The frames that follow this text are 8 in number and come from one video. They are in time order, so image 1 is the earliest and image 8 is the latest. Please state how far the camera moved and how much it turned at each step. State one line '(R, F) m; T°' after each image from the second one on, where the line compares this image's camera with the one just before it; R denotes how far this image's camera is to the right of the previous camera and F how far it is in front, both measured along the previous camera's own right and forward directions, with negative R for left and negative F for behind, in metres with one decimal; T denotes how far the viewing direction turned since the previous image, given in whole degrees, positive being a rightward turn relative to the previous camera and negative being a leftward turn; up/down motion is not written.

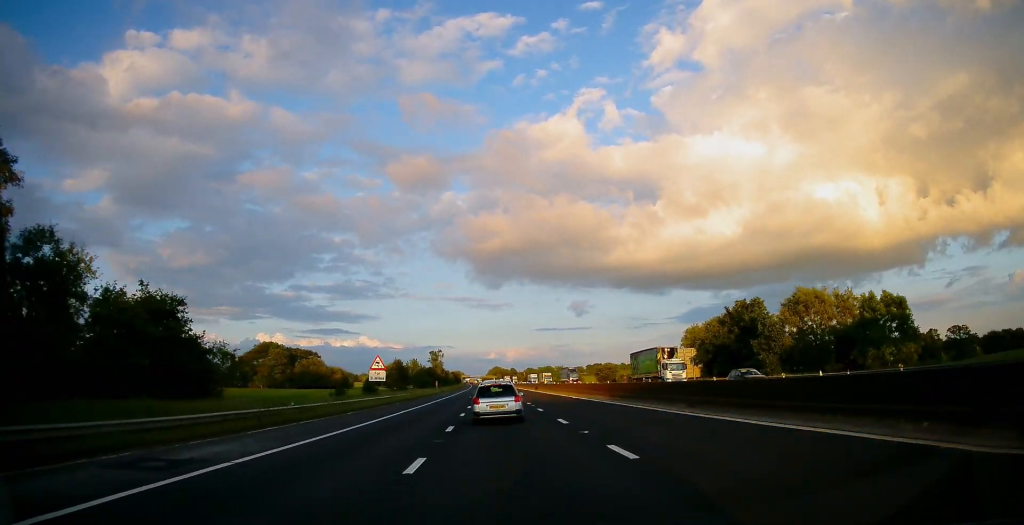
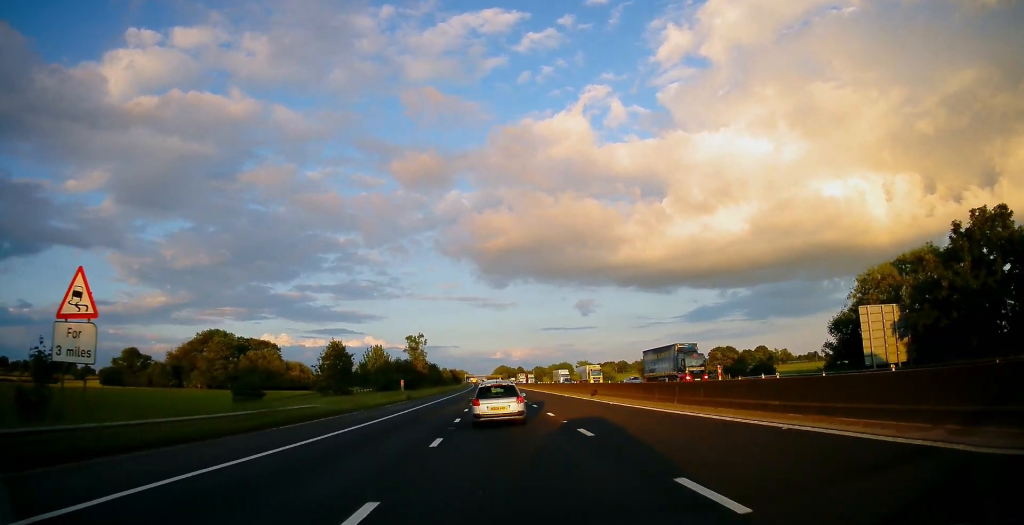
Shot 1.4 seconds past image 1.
(-0.1, +47.9) m; -1°
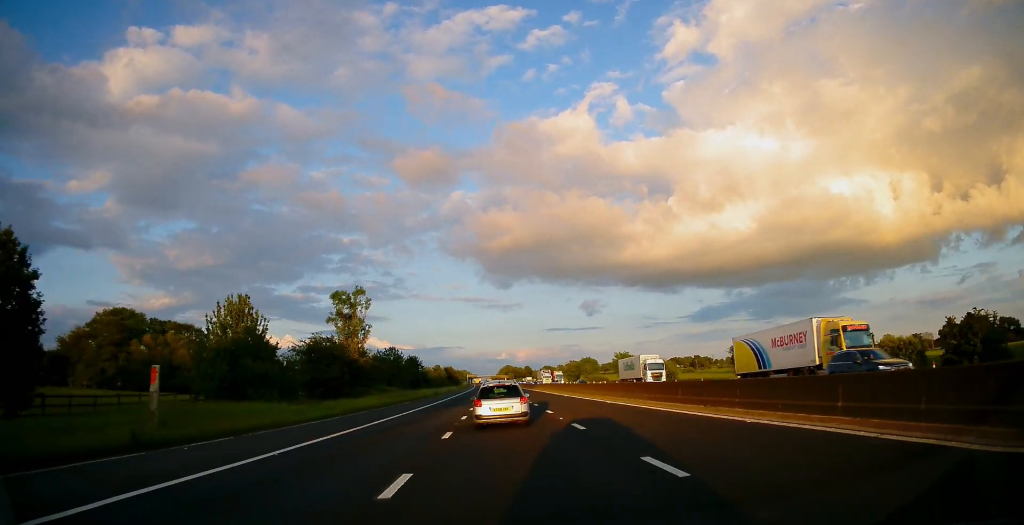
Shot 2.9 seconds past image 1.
(-0.2, +50.7) m; 0°
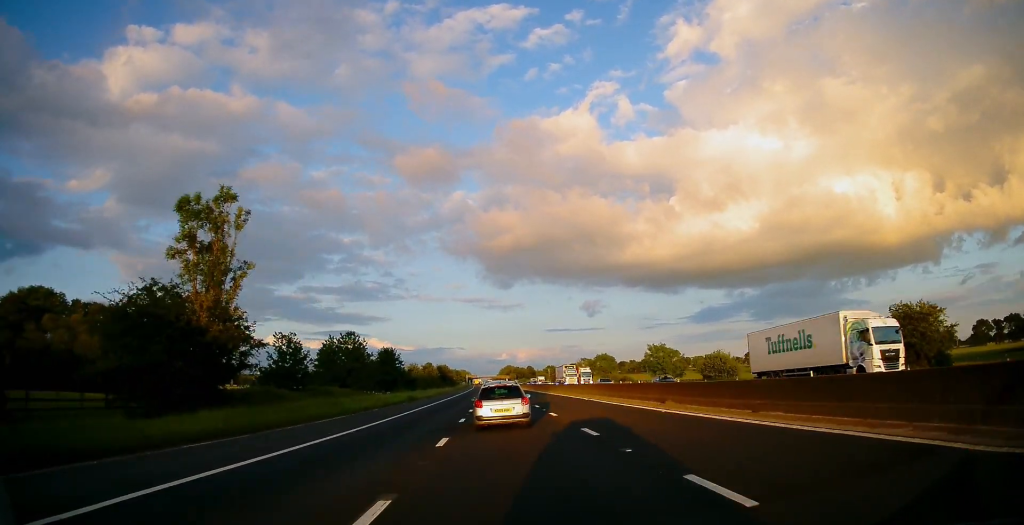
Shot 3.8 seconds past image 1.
(0.0, +28.9) m; 0°
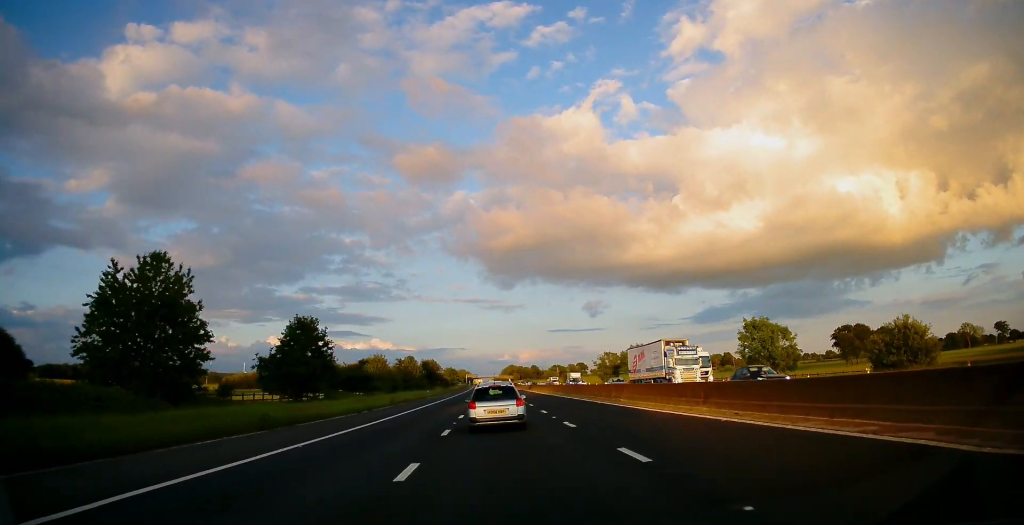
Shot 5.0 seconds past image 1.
(0.0, +40.8) m; 0°
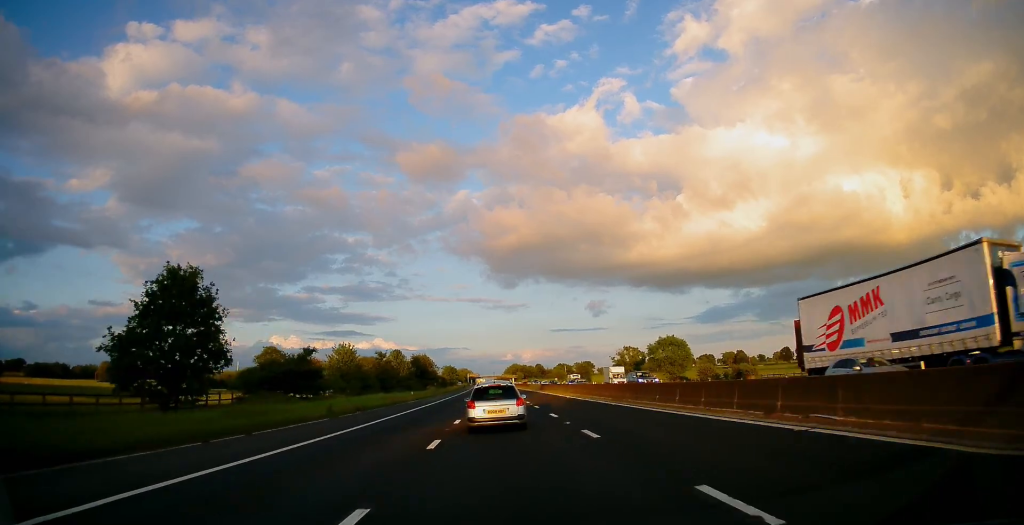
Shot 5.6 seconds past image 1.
(+0.1, +20.8) m; 0°
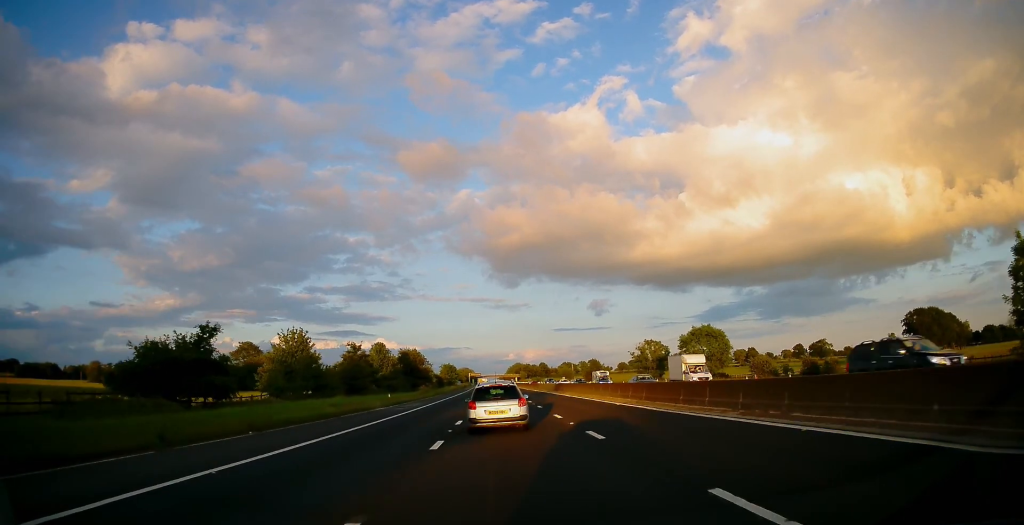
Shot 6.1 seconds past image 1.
(-0.3, +18.0) m; 0°
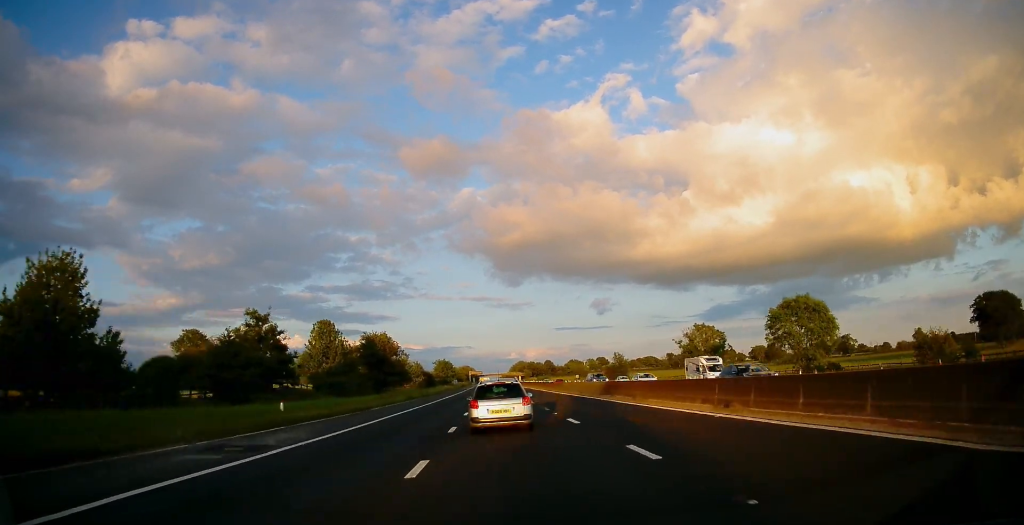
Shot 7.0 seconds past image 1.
(0.0, +30.4) m; 0°
